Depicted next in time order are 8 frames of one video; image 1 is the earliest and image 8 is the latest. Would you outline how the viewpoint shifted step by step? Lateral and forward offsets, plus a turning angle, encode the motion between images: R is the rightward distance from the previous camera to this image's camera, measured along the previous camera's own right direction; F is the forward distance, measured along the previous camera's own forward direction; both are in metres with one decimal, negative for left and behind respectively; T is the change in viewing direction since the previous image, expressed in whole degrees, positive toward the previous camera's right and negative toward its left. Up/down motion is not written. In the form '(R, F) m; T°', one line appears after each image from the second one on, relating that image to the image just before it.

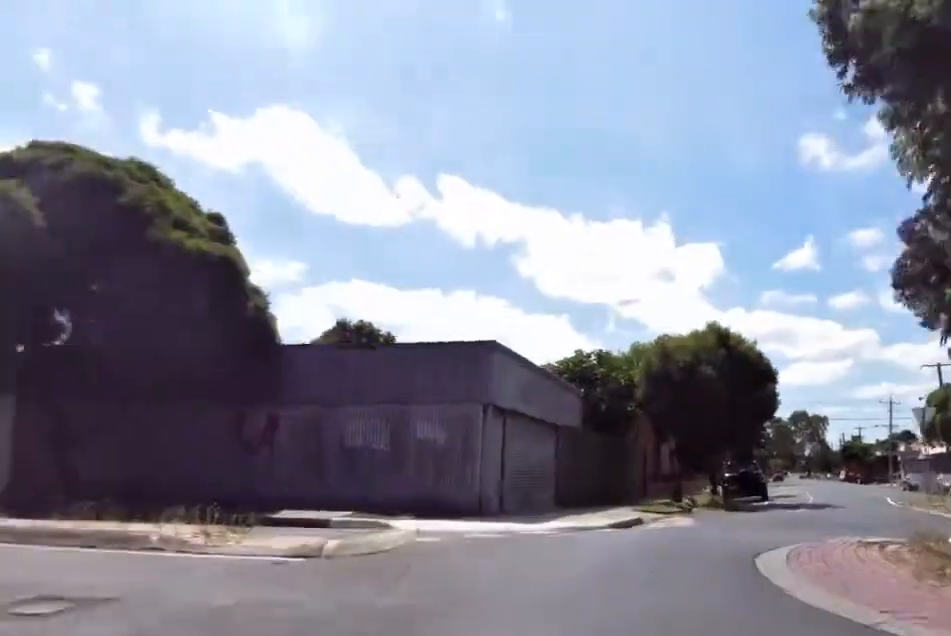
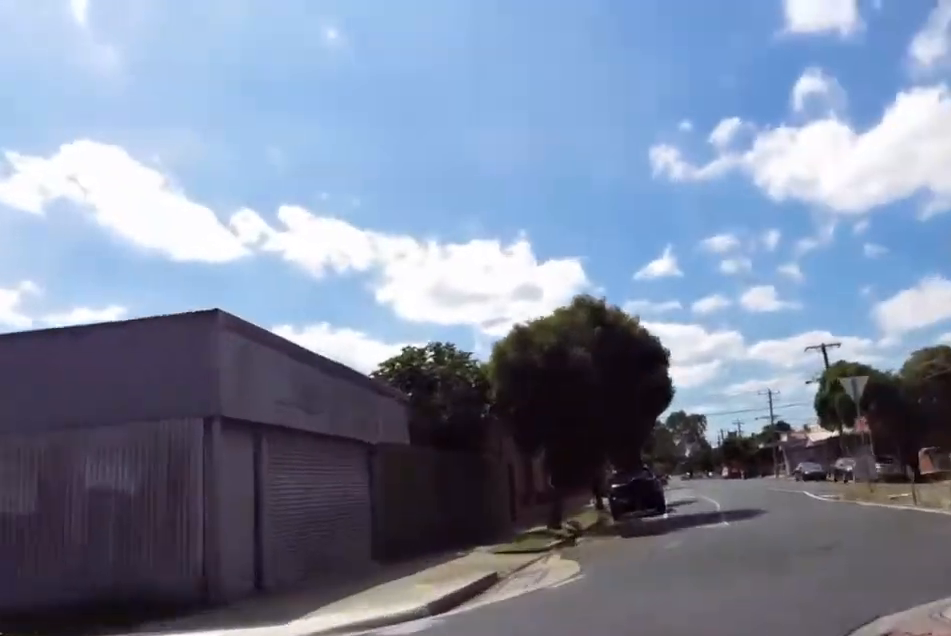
(-0.6, +5.8) m; 0°
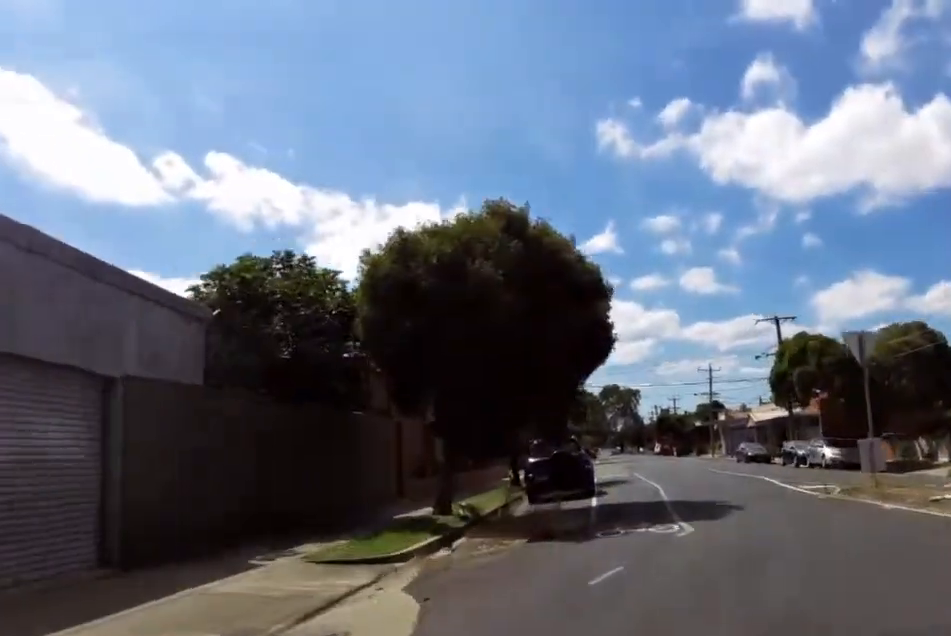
(+0.5, +5.6) m; -1°
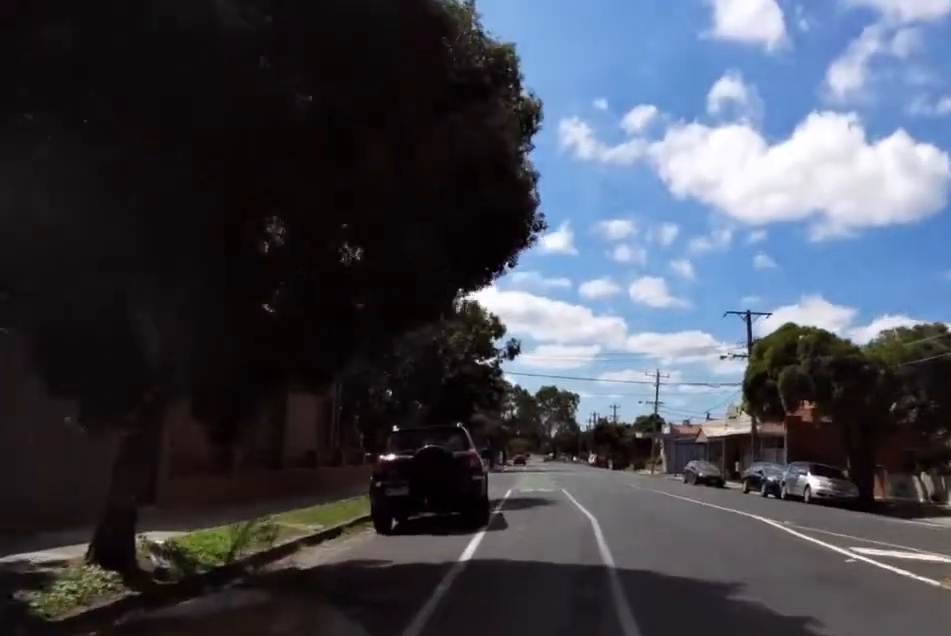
(-0.3, +8.1) m; 0°
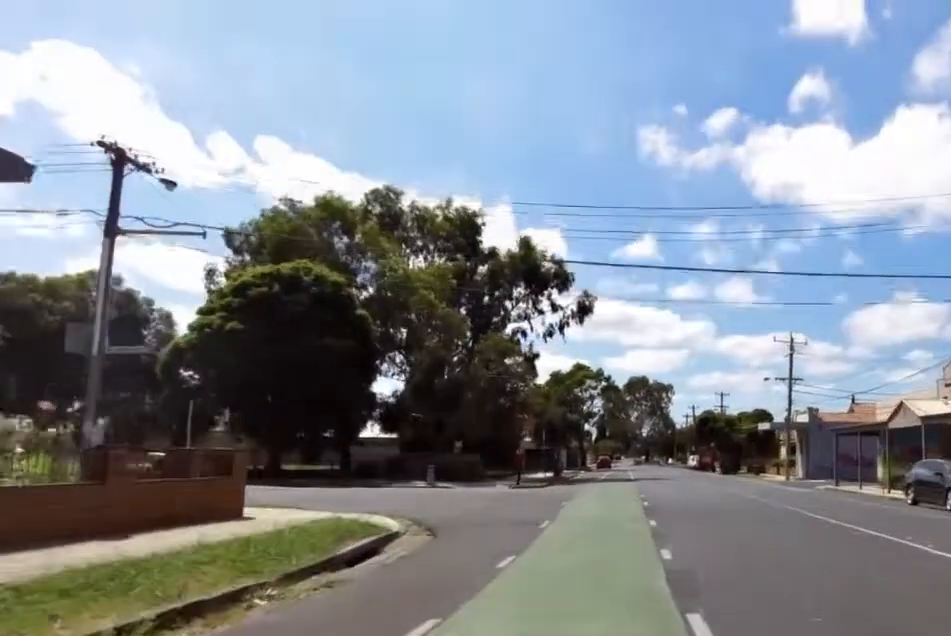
(+1.4, +23.5) m; -4°
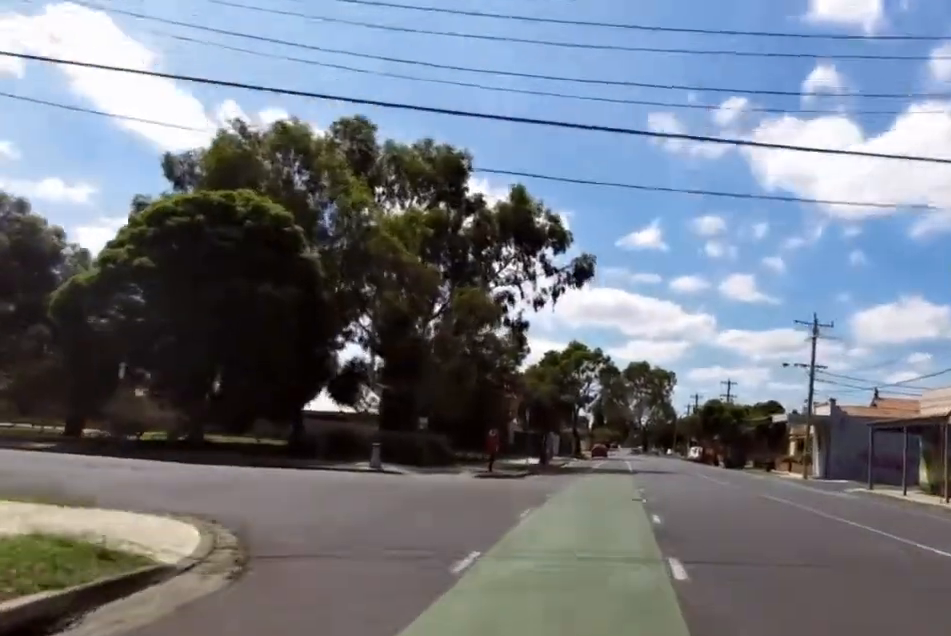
(-0.6, +6.7) m; -5°
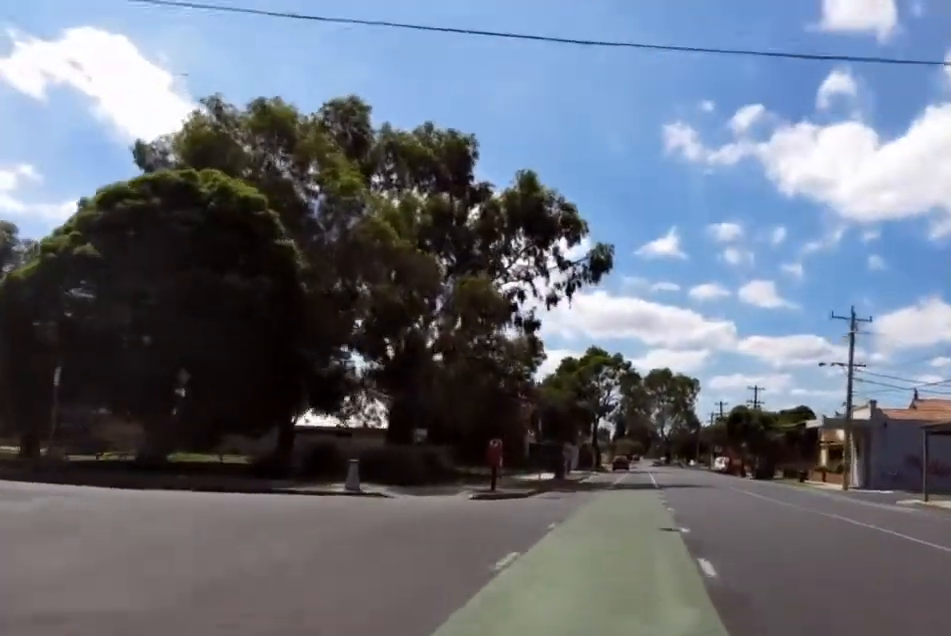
(0.0, +4.0) m; 0°
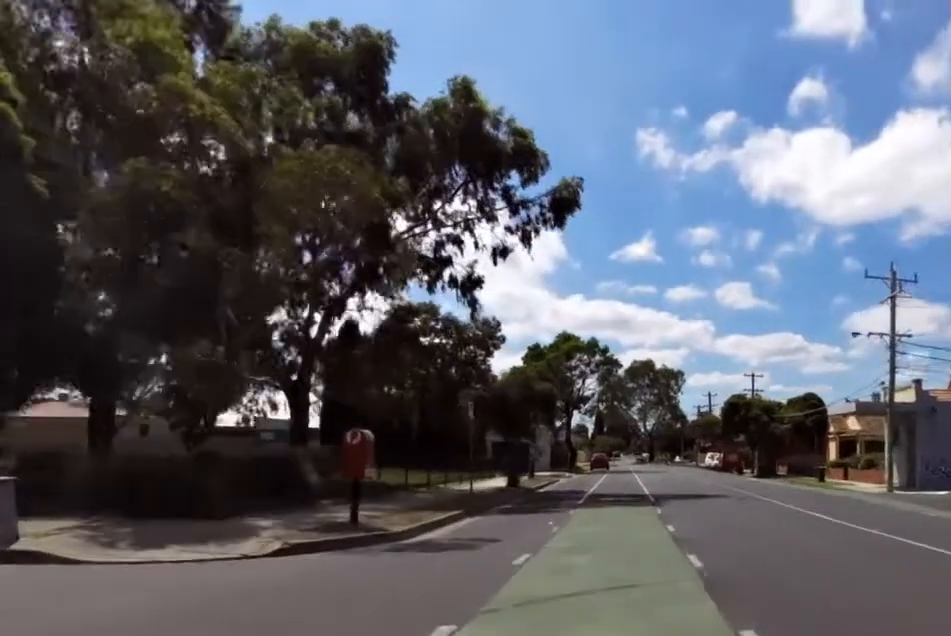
(0.0, +11.0) m; +5°
